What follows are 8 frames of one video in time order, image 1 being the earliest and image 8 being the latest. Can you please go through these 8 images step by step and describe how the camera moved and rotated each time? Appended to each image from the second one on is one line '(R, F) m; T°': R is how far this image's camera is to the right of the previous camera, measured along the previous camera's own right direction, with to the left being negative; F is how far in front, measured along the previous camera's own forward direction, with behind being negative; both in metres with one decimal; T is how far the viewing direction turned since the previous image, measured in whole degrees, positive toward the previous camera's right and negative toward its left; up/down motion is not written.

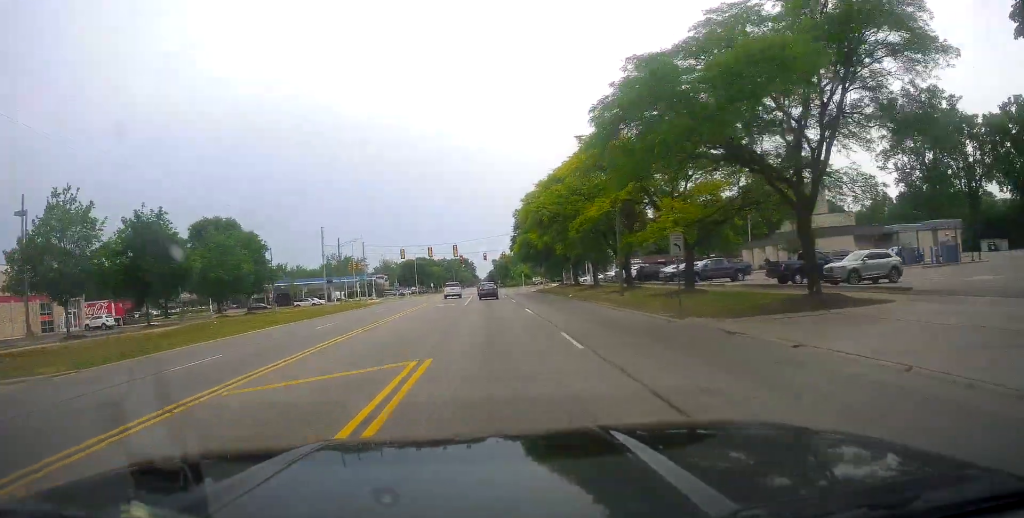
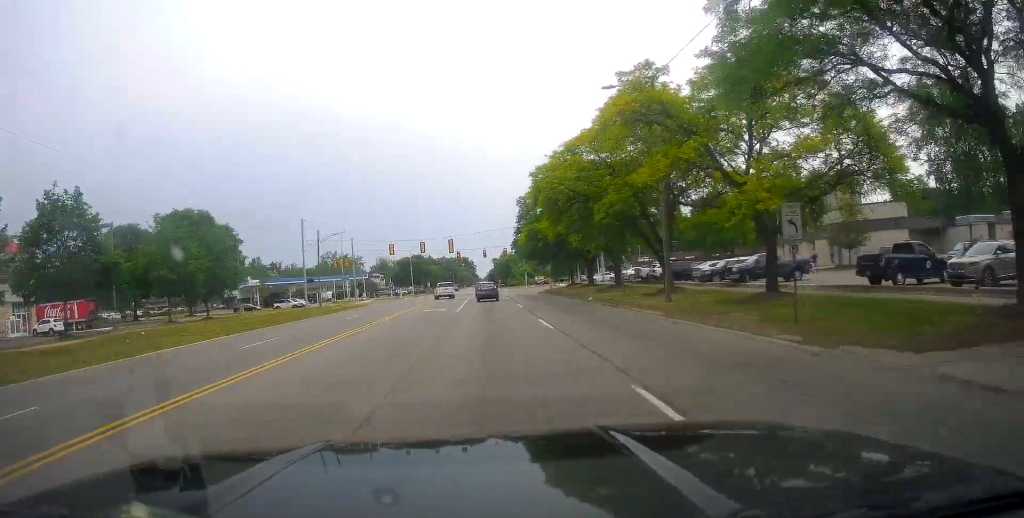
(+0.2, +9.6) m; +1°
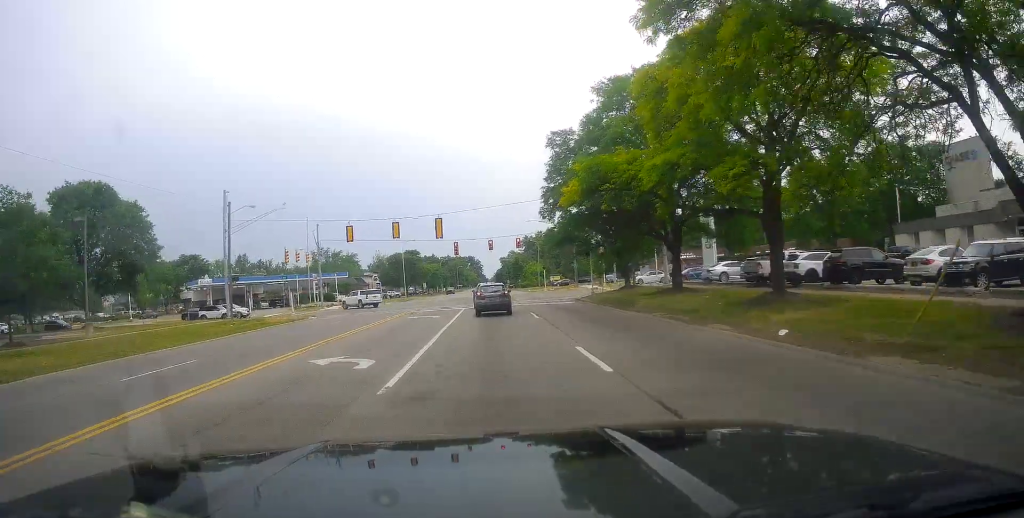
(+1.5, +26.7) m; +6°
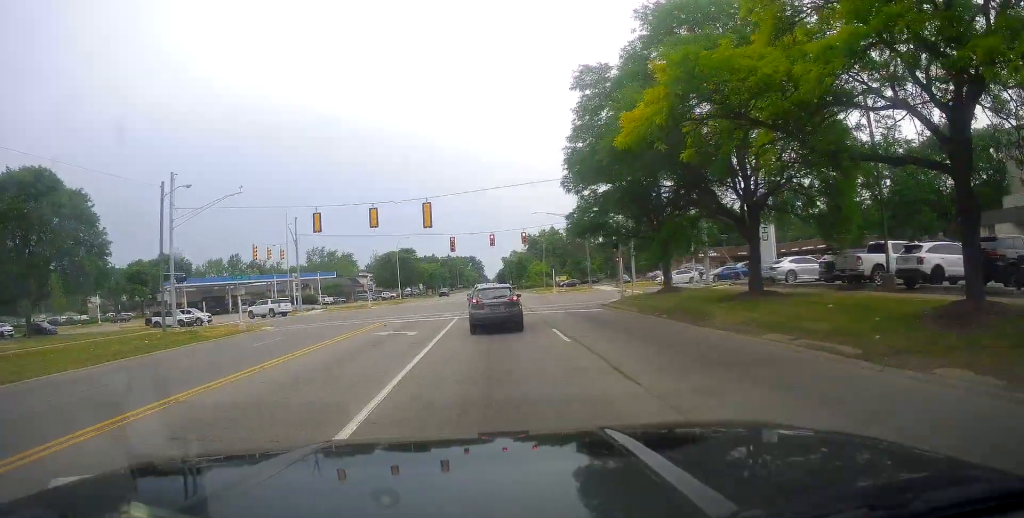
(+0.1, +10.8) m; -2°
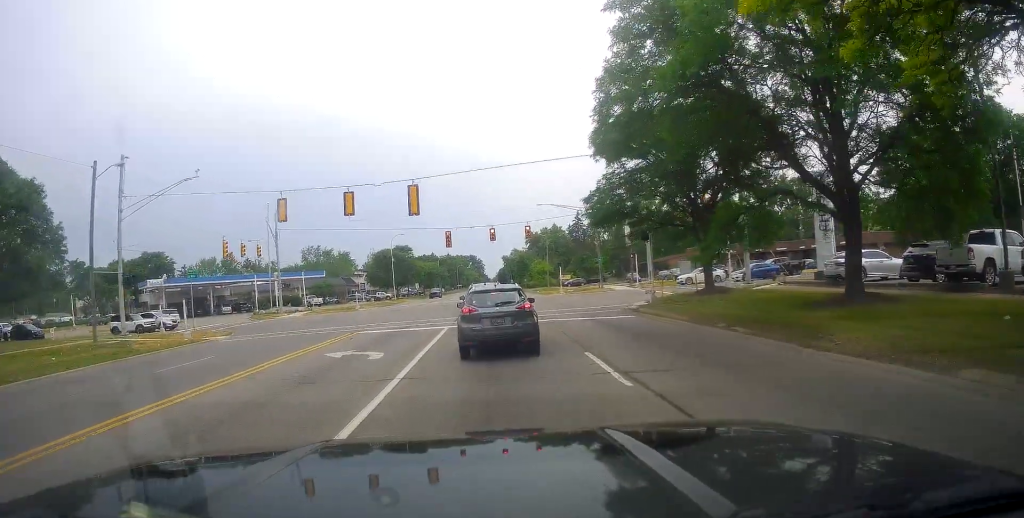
(-0.3, +8.3) m; +1°
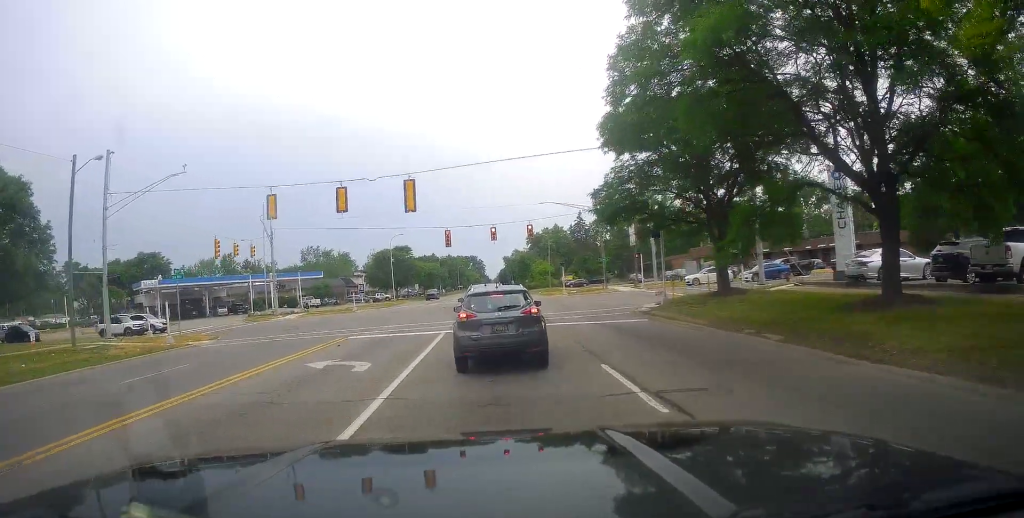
(0.0, +2.5) m; +1°
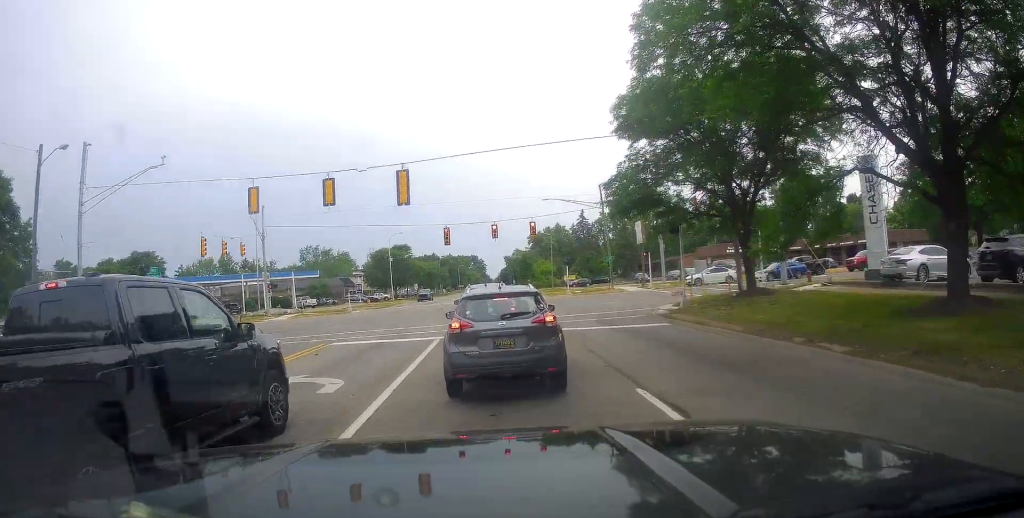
(+0.3, +4.2) m; +2°
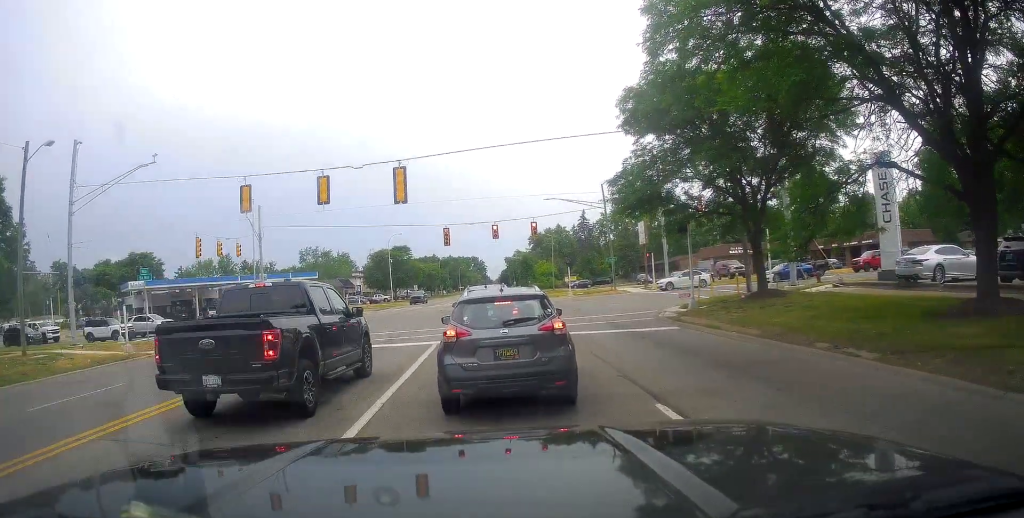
(-0.2, +1.6) m; 0°
